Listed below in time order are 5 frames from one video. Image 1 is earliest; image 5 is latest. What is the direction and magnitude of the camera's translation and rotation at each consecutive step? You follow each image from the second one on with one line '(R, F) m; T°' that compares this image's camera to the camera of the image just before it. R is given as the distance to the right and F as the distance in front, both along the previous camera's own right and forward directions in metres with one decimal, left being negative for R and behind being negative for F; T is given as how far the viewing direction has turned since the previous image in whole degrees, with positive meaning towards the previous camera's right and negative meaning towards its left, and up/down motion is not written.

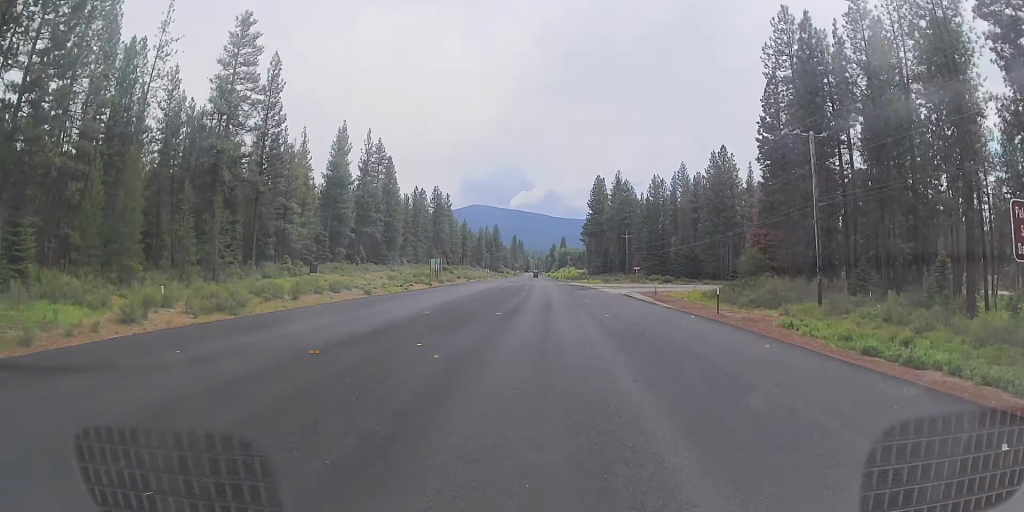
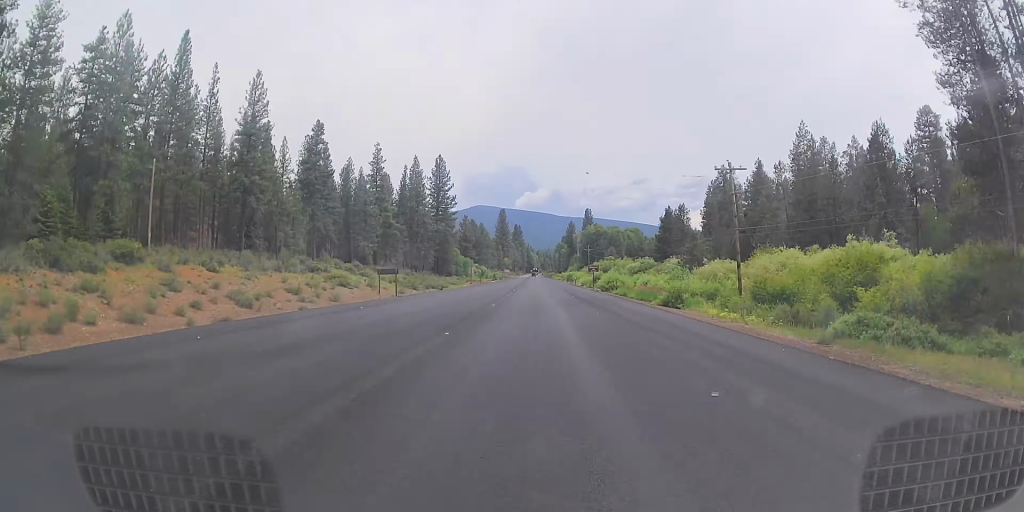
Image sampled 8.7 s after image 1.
(-7.3, +231.3) m; -2°
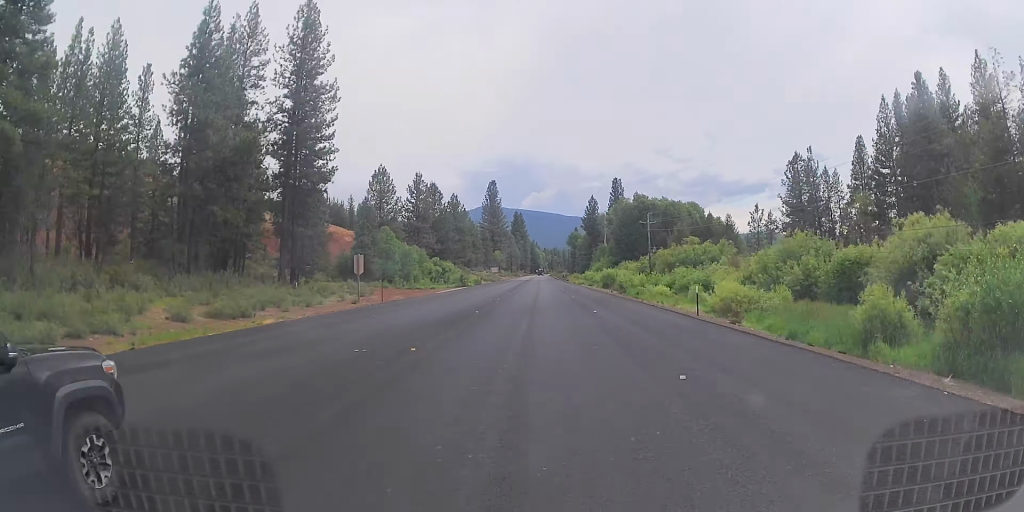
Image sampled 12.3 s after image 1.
(-0.1, +96.0) m; 0°
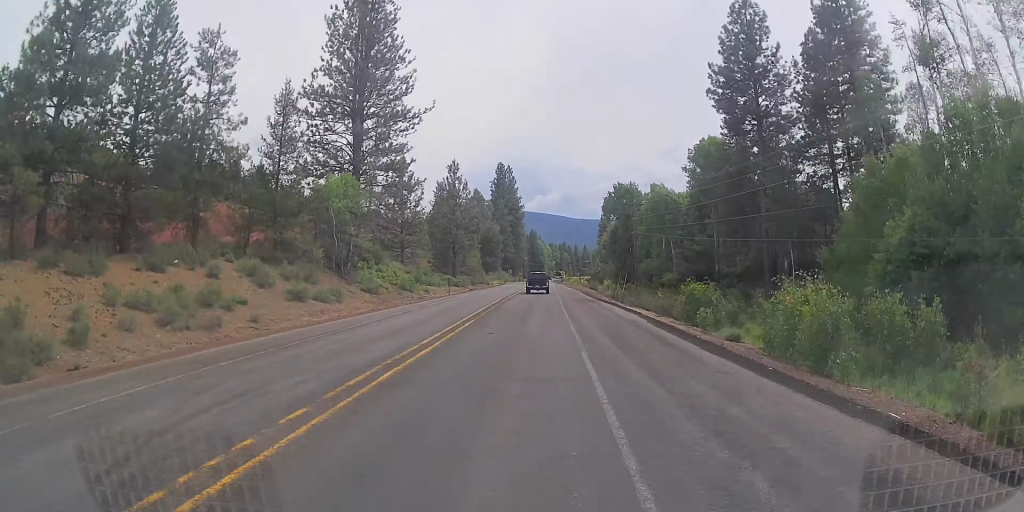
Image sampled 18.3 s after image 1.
(-0.9, +160.0) m; 0°
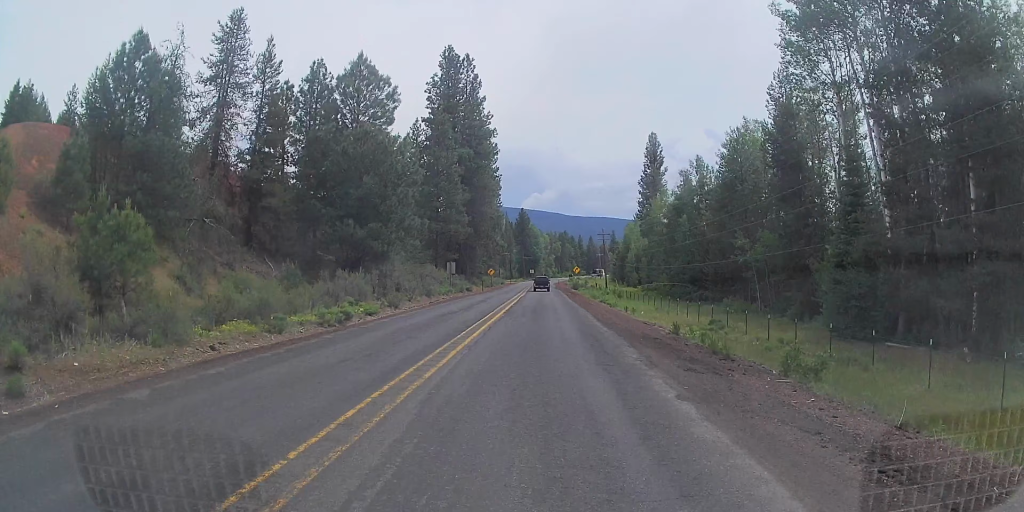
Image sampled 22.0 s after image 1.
(+0.4, +99.6) m; 0°
